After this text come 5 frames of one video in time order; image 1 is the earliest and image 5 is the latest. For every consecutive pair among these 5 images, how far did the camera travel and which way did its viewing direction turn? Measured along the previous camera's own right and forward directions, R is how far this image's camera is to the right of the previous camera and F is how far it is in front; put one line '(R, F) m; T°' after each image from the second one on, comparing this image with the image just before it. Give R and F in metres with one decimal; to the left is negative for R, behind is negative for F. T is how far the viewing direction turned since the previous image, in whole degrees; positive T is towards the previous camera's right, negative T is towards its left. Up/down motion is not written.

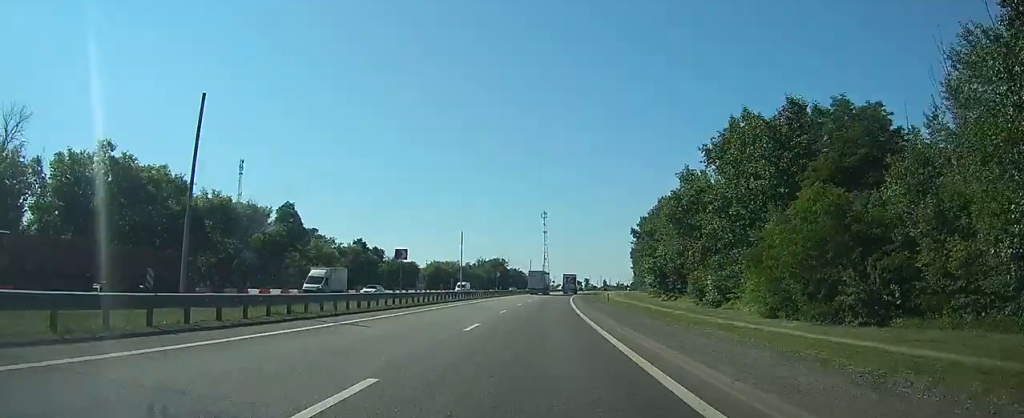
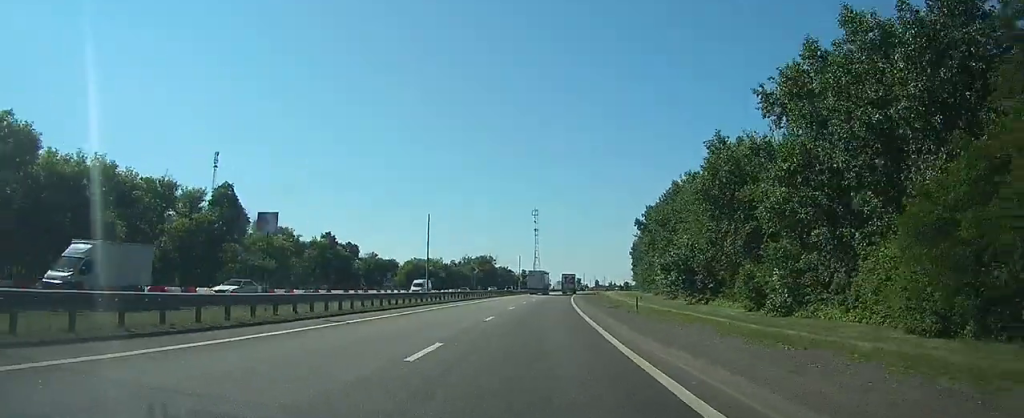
(+0.2, +18.8) m; +1°
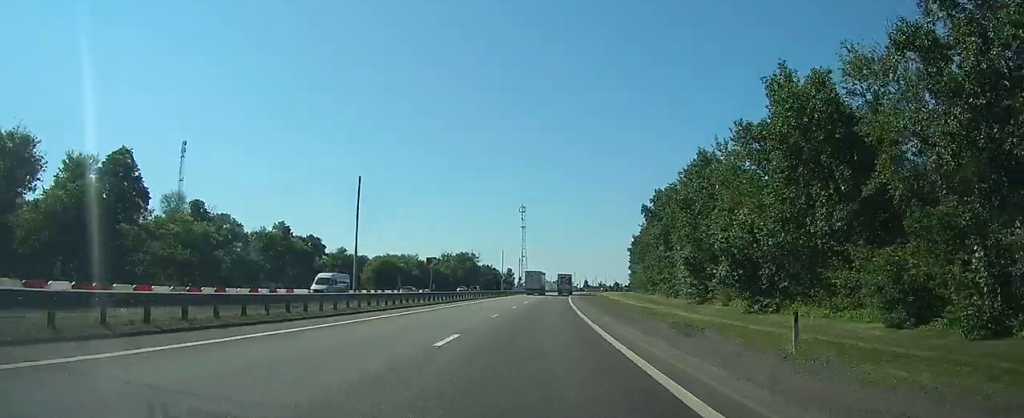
(+0.2, +21.3) m; +1°
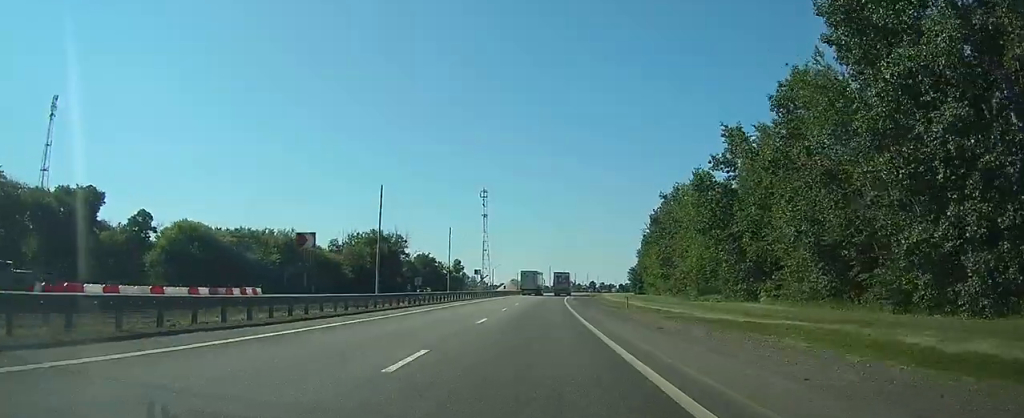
(+2.4, +75.1) m; +4°
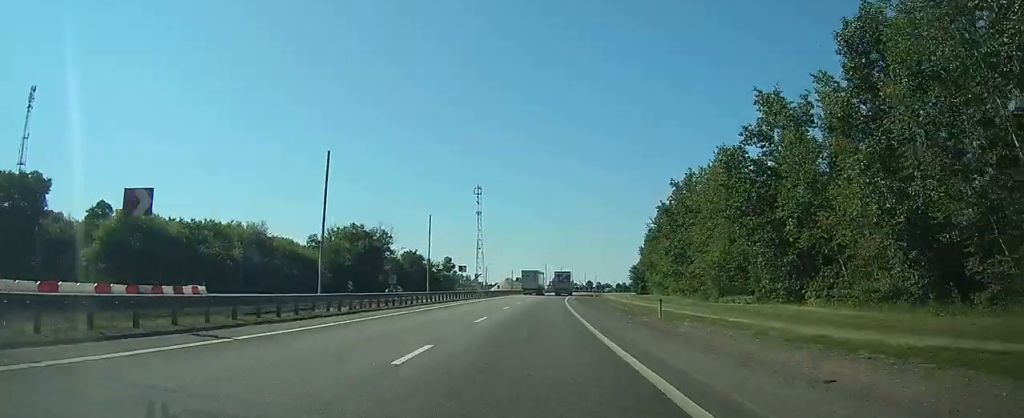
(+0.1, +11.1) m; 0°
